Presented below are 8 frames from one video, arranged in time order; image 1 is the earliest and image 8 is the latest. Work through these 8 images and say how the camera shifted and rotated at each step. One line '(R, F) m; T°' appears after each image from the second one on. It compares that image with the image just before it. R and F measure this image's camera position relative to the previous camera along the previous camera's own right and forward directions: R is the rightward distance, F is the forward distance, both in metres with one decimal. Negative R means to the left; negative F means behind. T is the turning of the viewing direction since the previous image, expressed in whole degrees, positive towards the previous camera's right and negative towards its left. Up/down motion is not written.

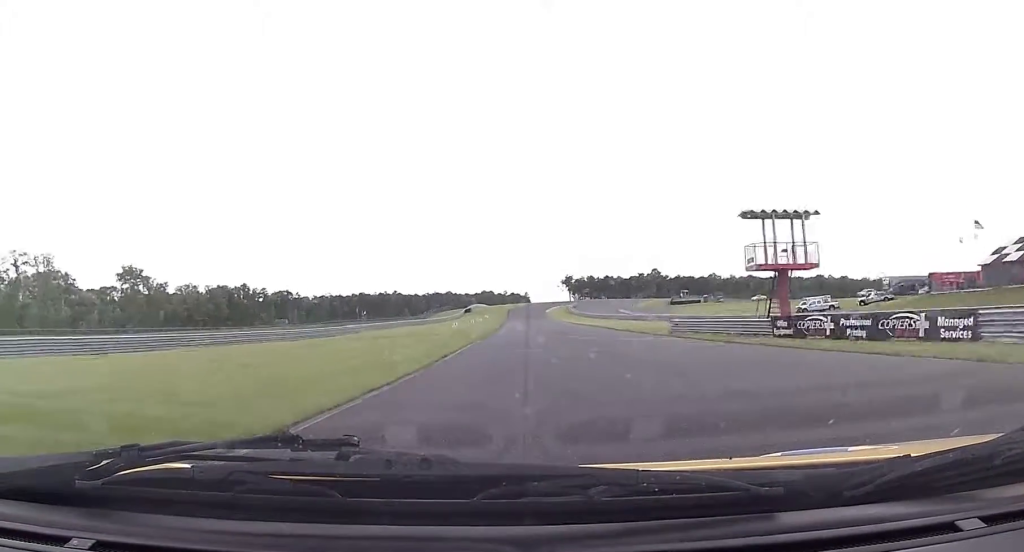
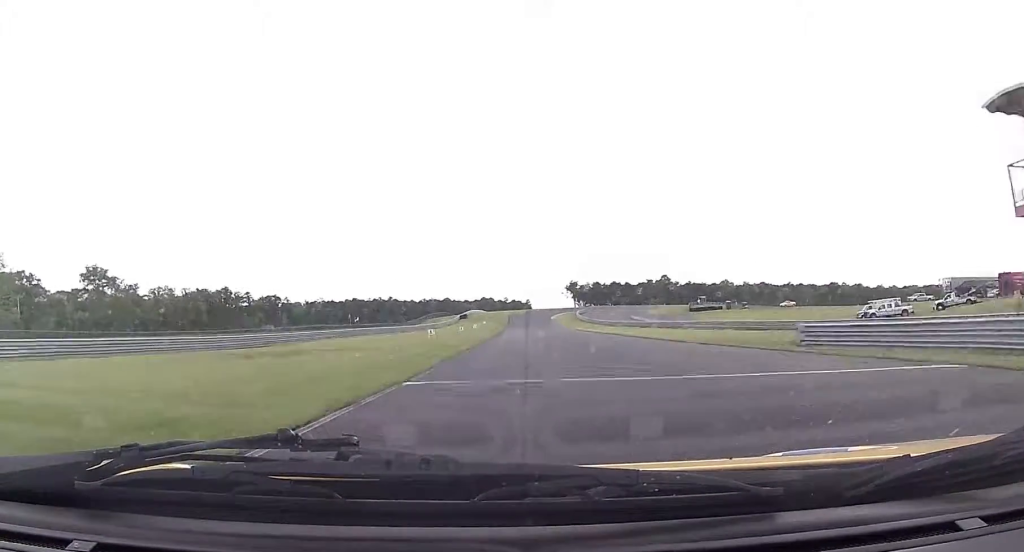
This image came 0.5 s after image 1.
(-0.1, +22.8) m; 0°
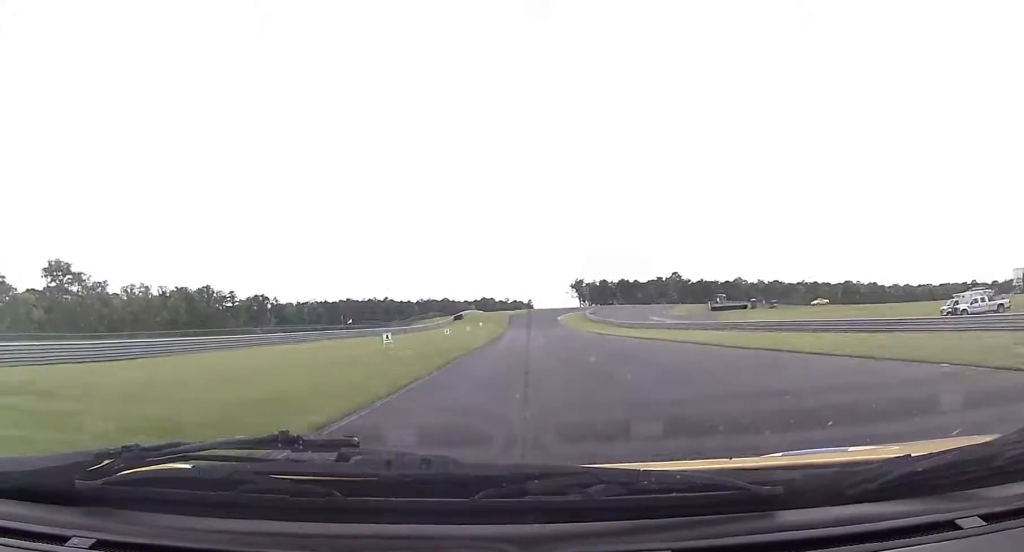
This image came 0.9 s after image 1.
(+0.3, +20.7) m; 0°
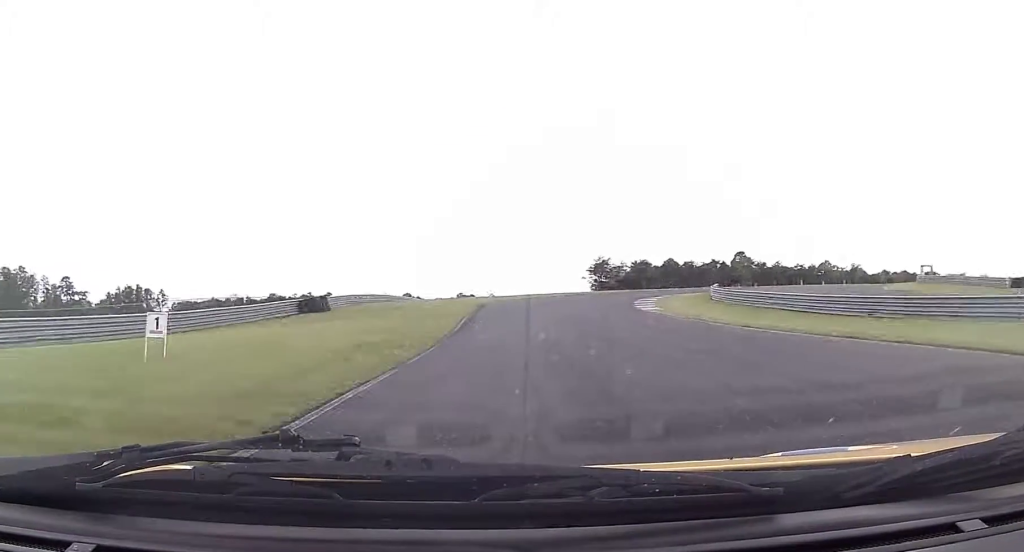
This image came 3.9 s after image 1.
(-0.6, +120.7) m; 0°
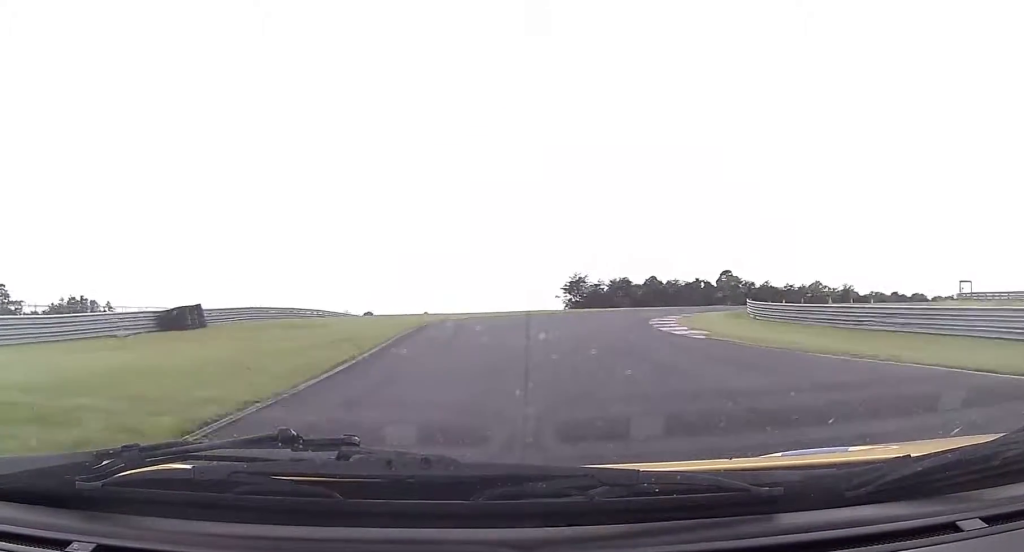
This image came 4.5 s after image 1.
(-0.2, +18.7) m; +1°
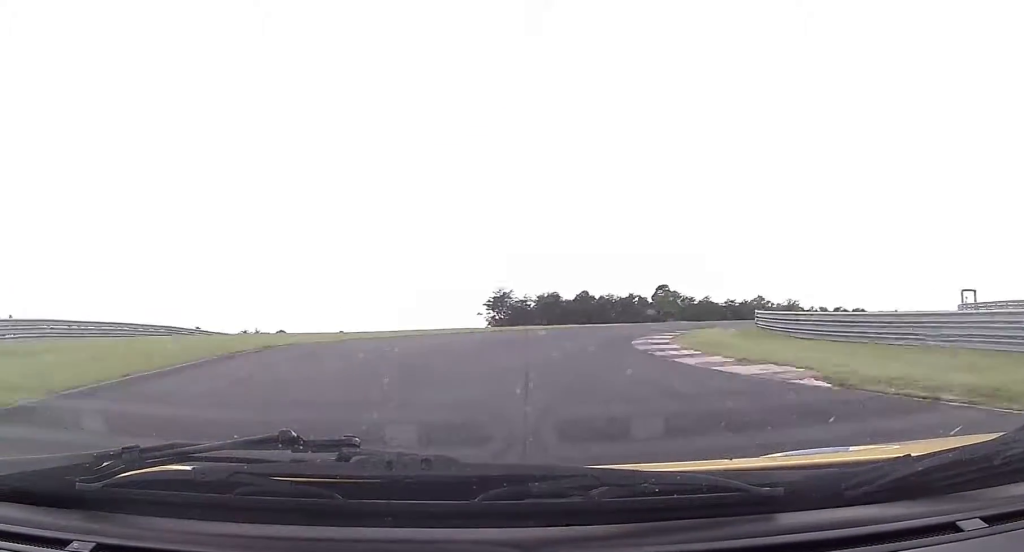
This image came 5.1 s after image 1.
(+0.3, +16.9) m; +4°
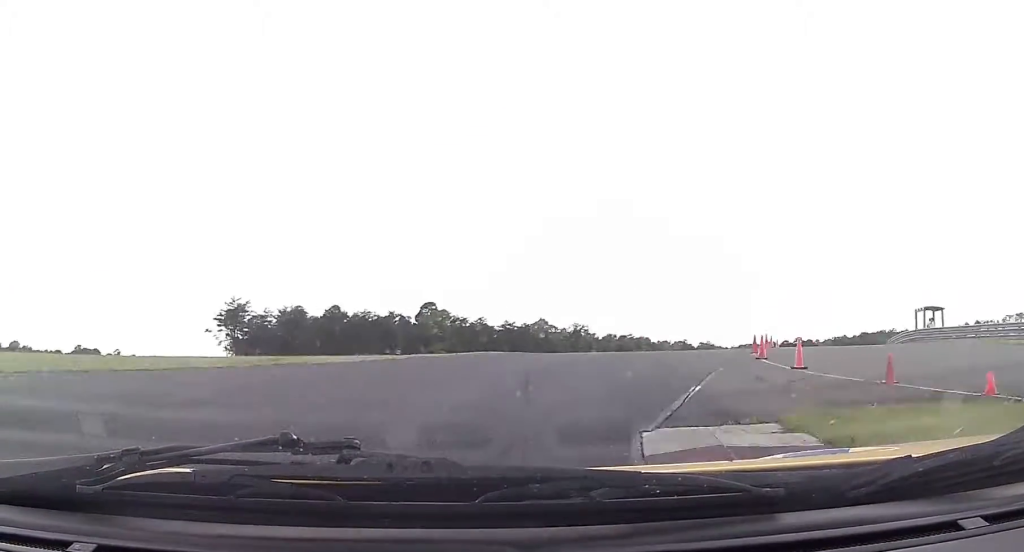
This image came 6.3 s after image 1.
(+2.6, +31.4) m; +14°
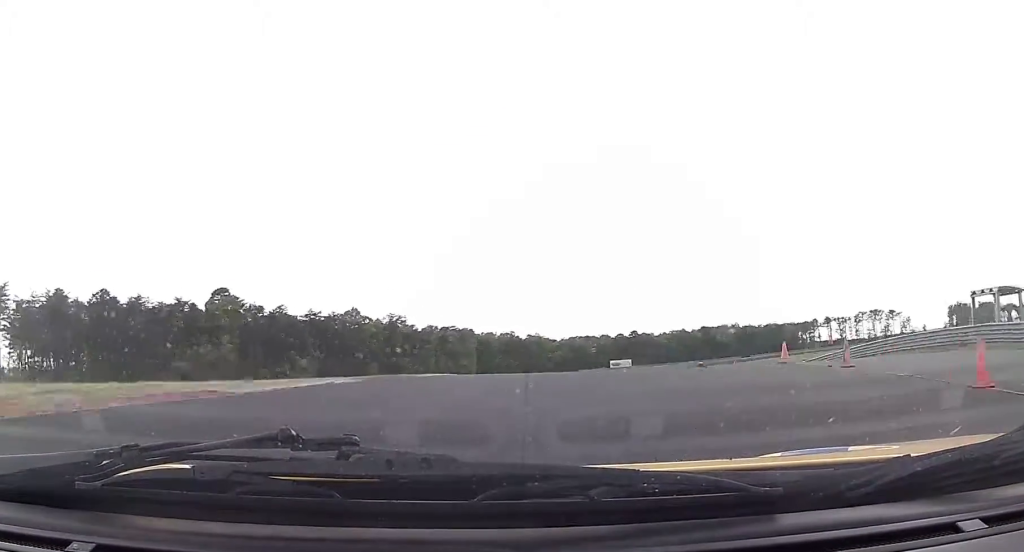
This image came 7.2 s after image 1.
(+3.4, +24.9) m; +16°
